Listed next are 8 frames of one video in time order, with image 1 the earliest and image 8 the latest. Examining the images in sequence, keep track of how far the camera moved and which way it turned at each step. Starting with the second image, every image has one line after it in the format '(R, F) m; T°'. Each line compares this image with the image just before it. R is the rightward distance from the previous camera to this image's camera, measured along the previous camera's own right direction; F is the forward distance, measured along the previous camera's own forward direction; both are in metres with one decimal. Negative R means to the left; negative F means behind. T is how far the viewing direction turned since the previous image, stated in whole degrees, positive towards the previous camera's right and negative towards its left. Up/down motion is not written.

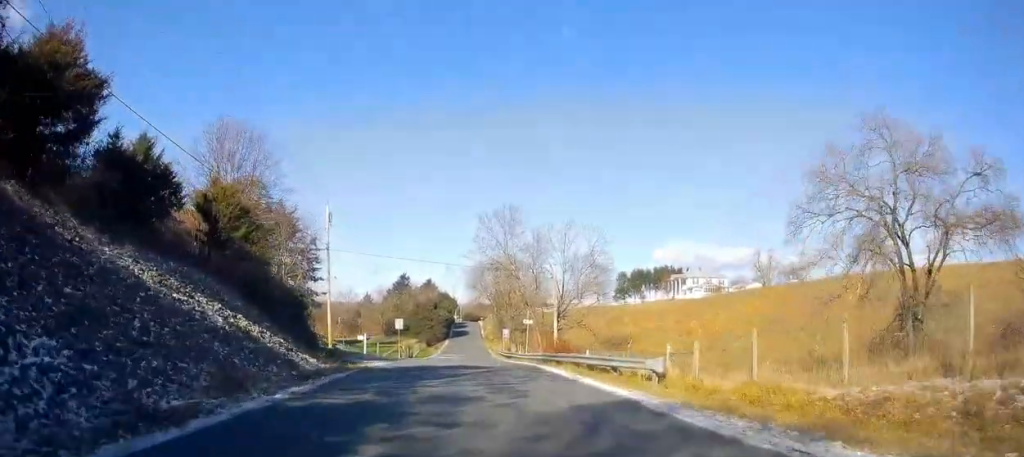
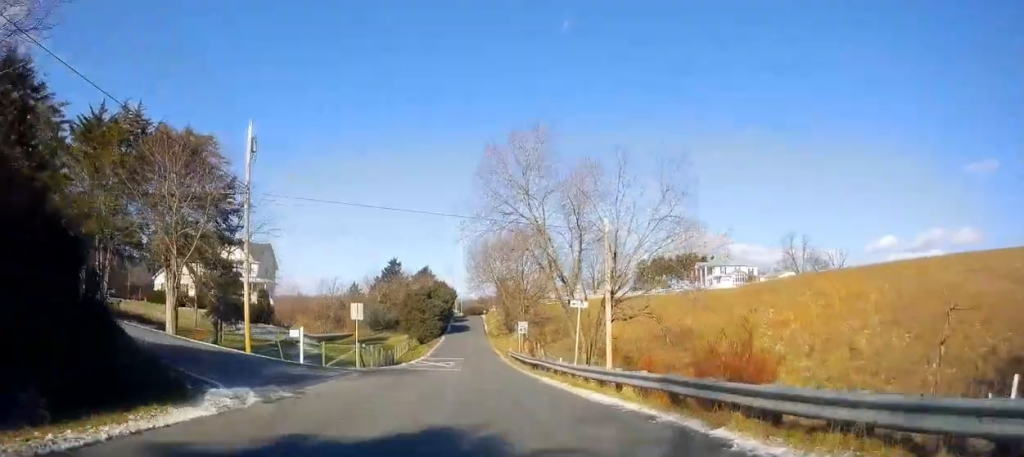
(-0.1, +18.3) m; 0°
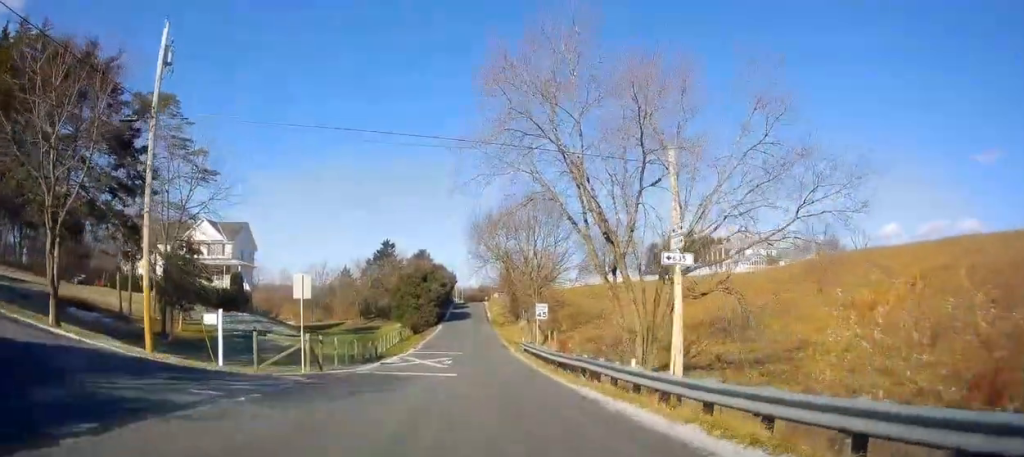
(+0.1, +9.9) m; +2°
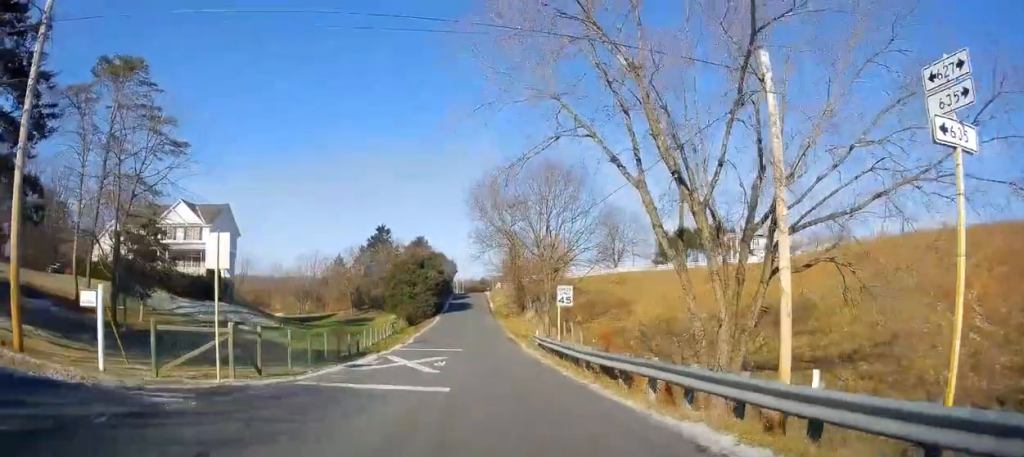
(+0.1, +7.0) m; +1°
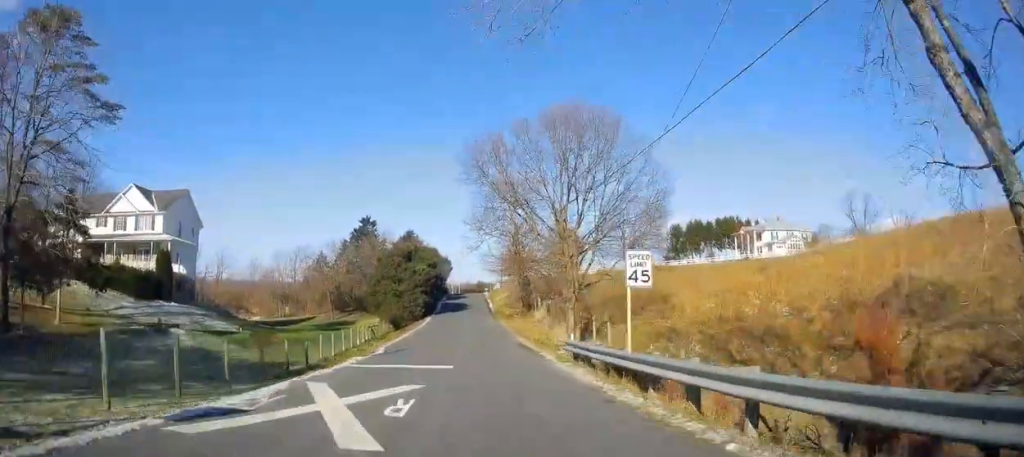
(+0.1, +10.5) m; 0°
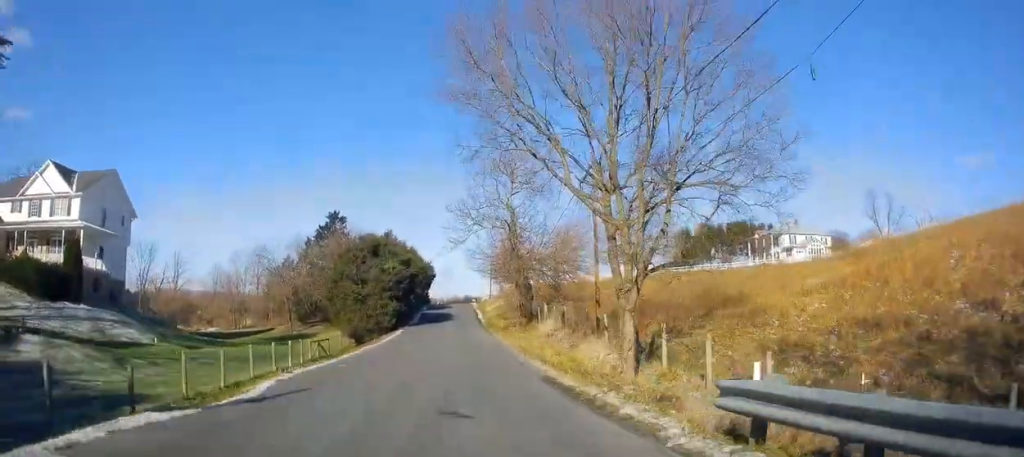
(-0.1, +12.5) m; 0°
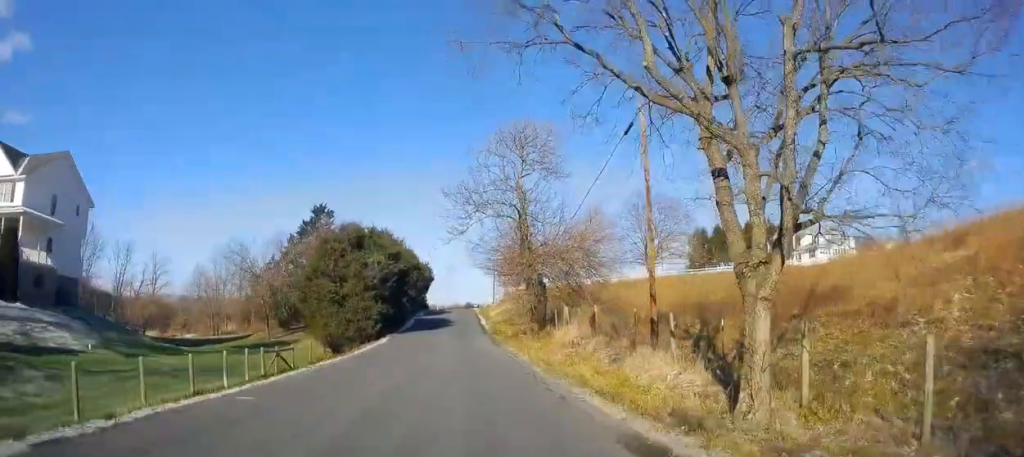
(0.0, +7.7) m; -1°
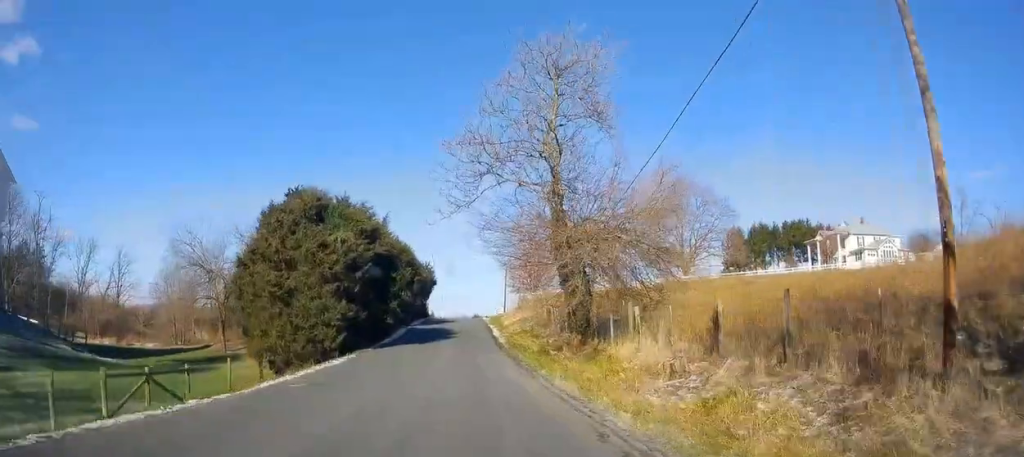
(-0.2, +12.0) m; 0°
